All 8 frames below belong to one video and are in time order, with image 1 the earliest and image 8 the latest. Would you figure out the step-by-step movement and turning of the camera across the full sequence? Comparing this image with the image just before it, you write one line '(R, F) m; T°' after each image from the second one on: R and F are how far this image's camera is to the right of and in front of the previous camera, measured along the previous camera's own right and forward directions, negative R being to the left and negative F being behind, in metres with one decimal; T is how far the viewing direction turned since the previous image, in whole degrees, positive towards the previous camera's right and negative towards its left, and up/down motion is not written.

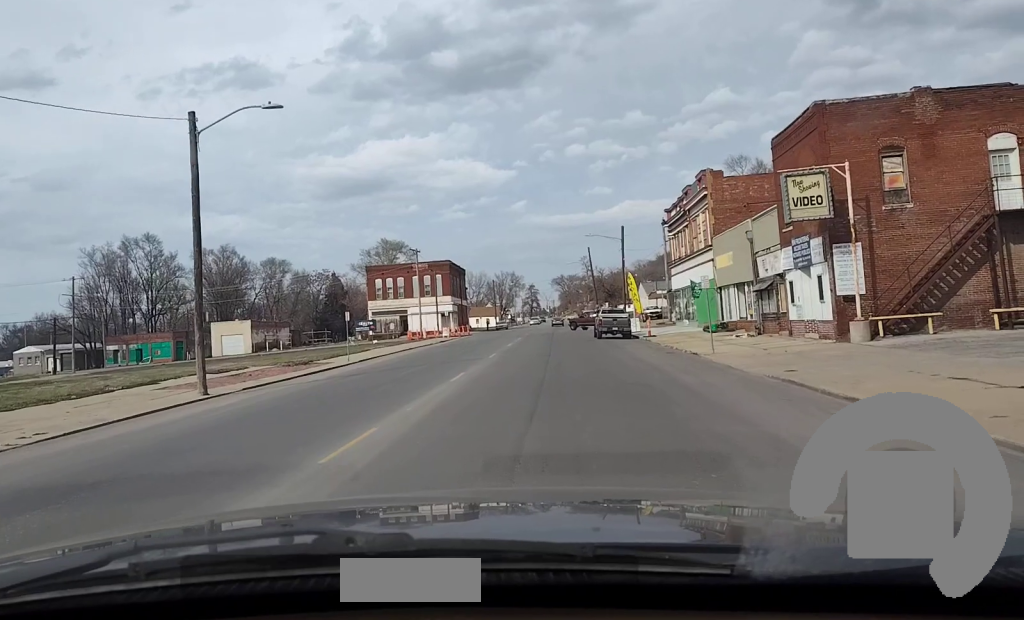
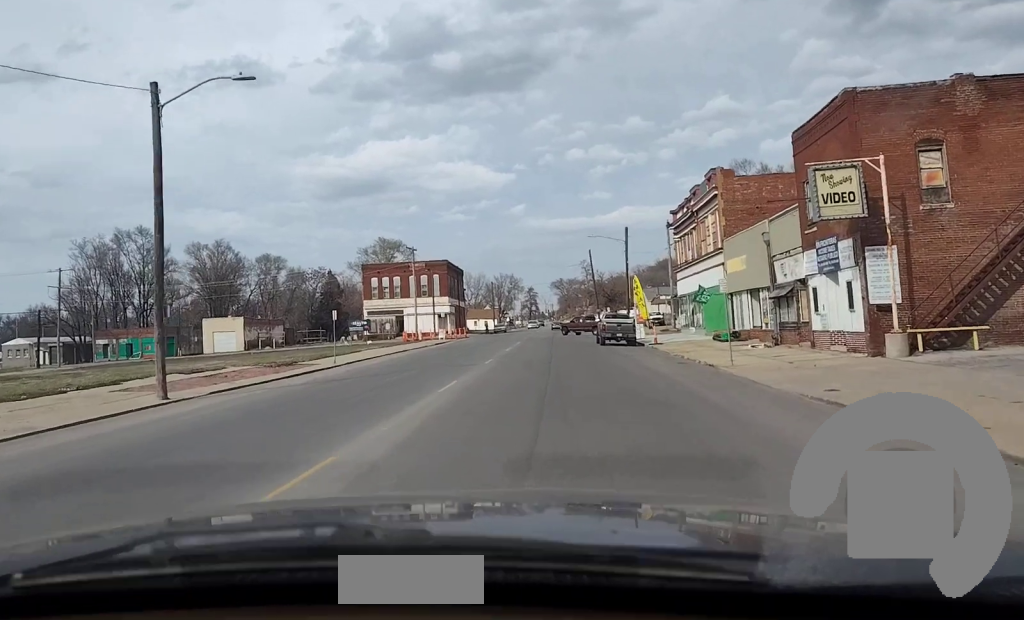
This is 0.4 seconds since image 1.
(0.0, +3.0) m; -1°
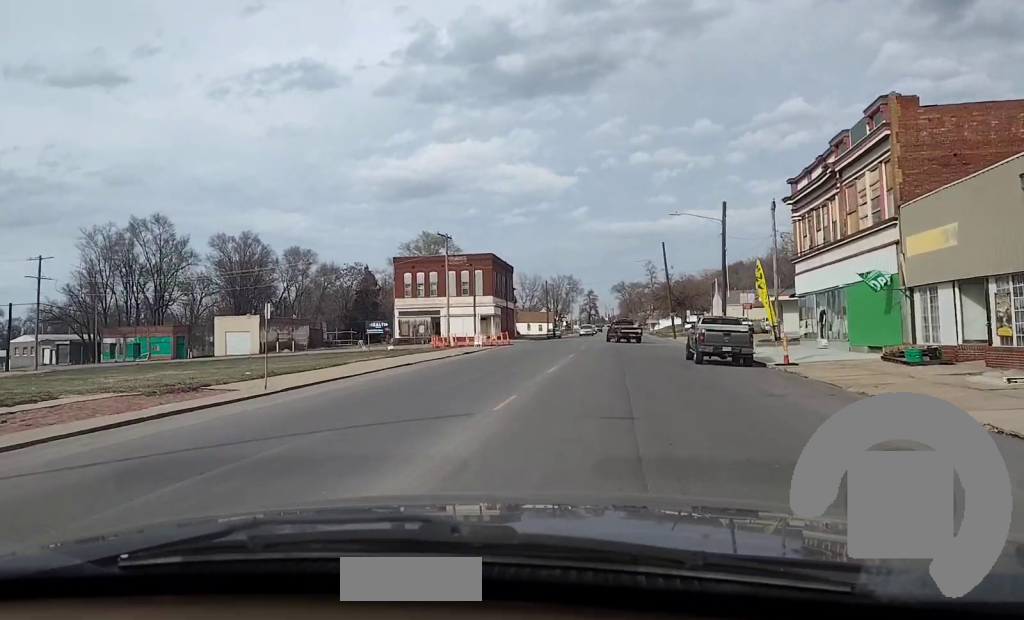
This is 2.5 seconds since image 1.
(-0.3, +17.0) m; -1°
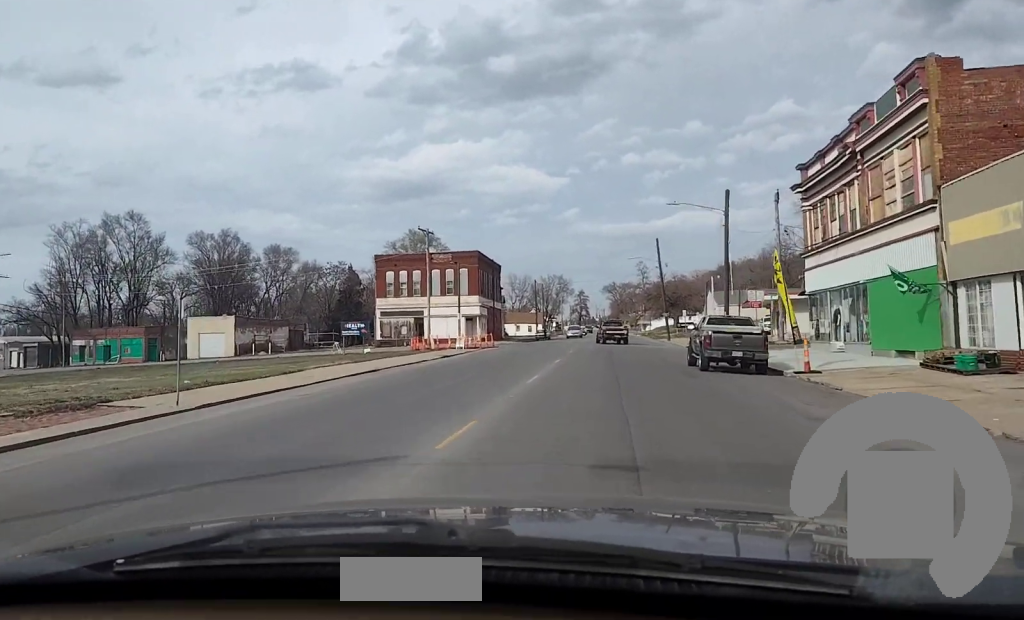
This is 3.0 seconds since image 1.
(0.0, +4.4) m; 0°
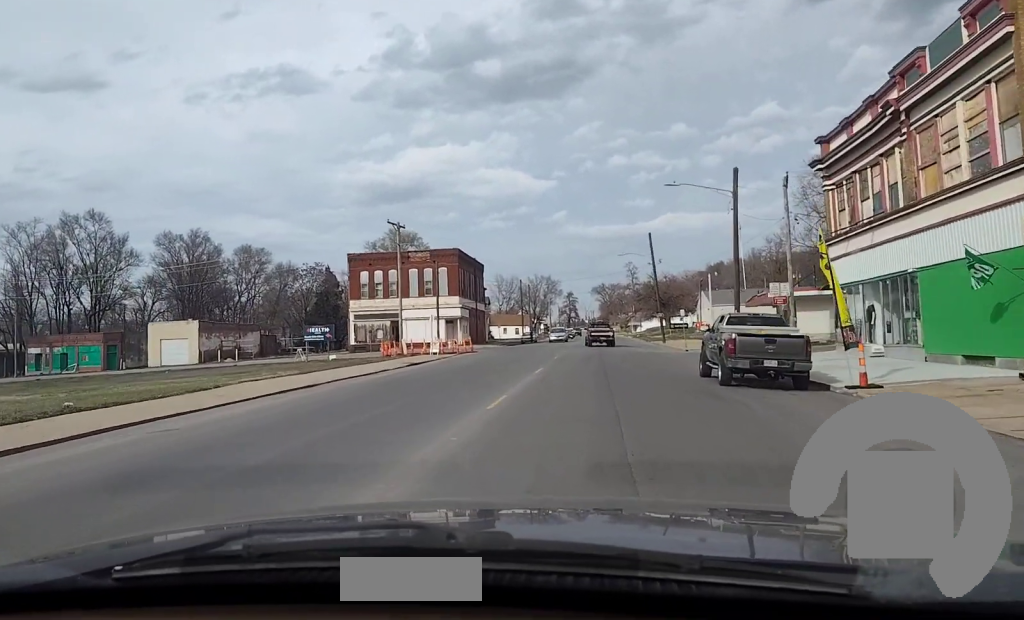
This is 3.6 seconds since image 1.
(0.0, +6.6) m; 0°
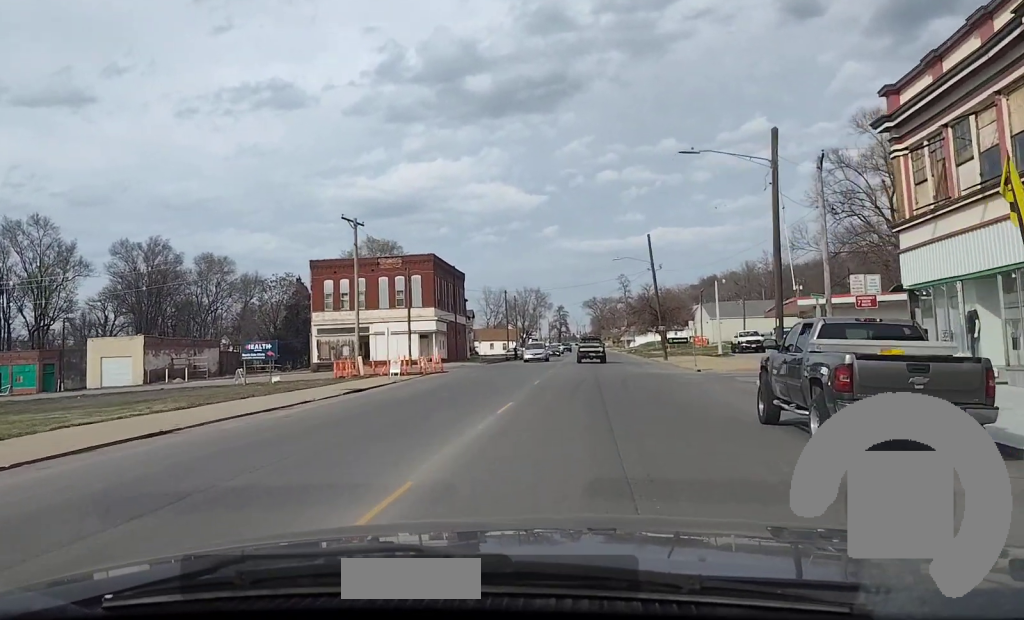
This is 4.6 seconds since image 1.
(0.0, +9.6) m; 0°
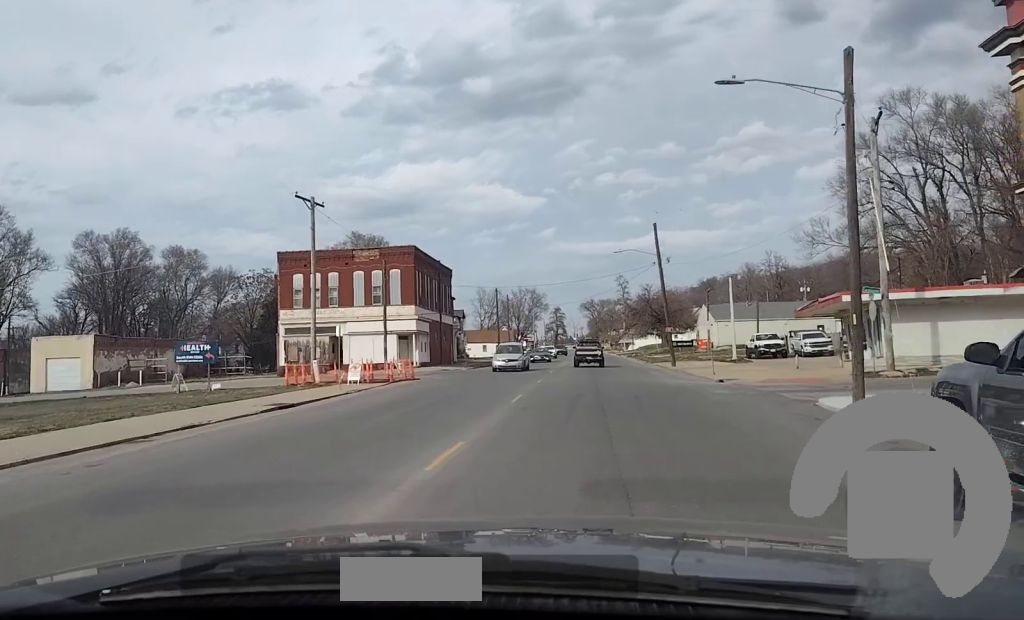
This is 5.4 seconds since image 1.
(0.0, +8.4) m; 0°
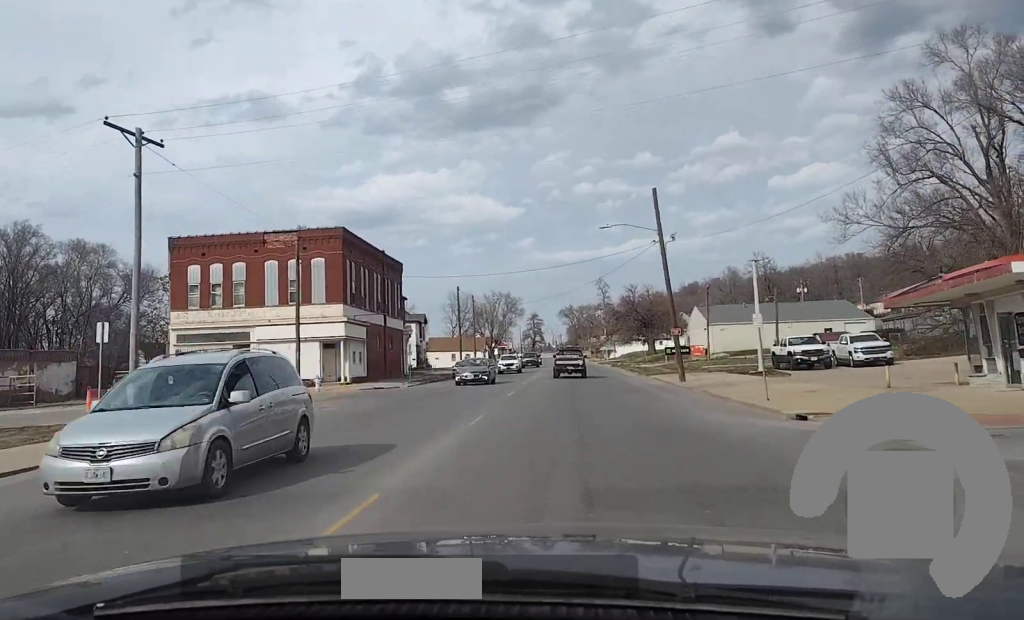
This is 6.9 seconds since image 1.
(0.0, +16.8) m; 0°
